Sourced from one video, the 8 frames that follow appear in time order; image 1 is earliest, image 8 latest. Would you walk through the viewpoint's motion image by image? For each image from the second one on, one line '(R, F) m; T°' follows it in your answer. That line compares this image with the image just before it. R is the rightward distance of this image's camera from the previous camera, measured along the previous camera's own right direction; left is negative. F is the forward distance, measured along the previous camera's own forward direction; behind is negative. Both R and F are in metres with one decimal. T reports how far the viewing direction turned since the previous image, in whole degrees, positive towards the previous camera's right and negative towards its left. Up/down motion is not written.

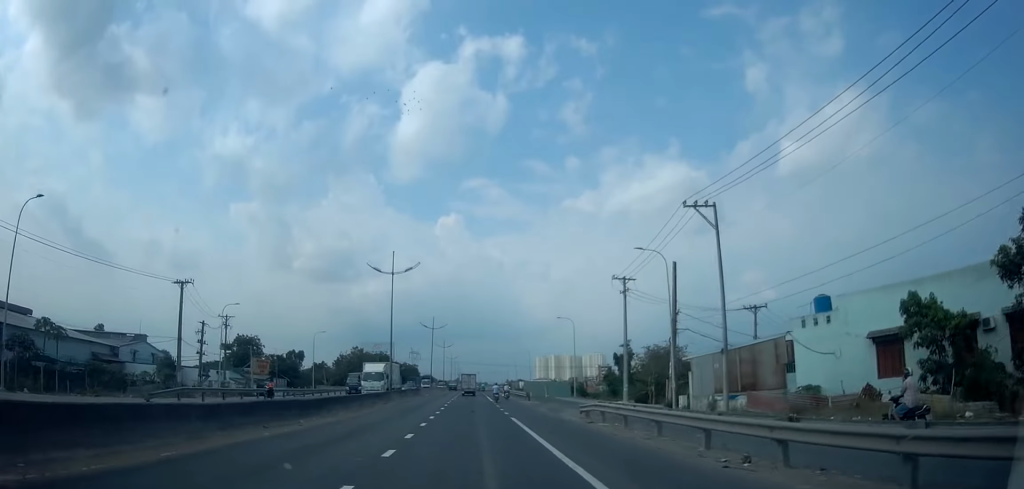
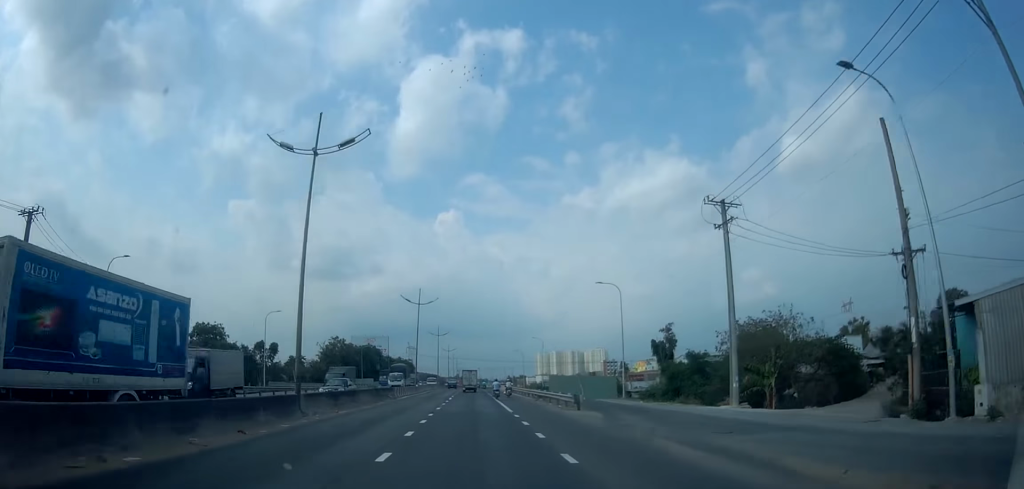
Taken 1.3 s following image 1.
(0.0, +20.7) m; +2°
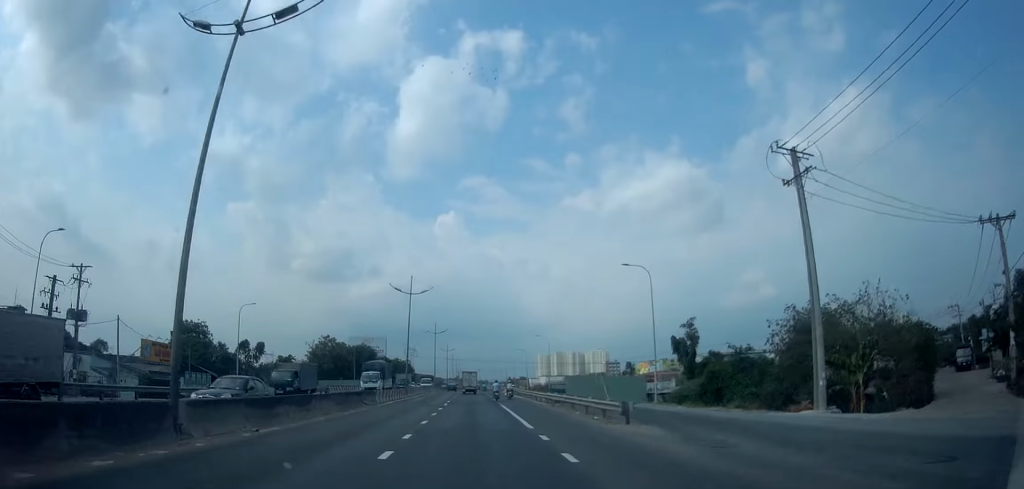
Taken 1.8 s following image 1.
(+0.2, +7.9) m; +1°
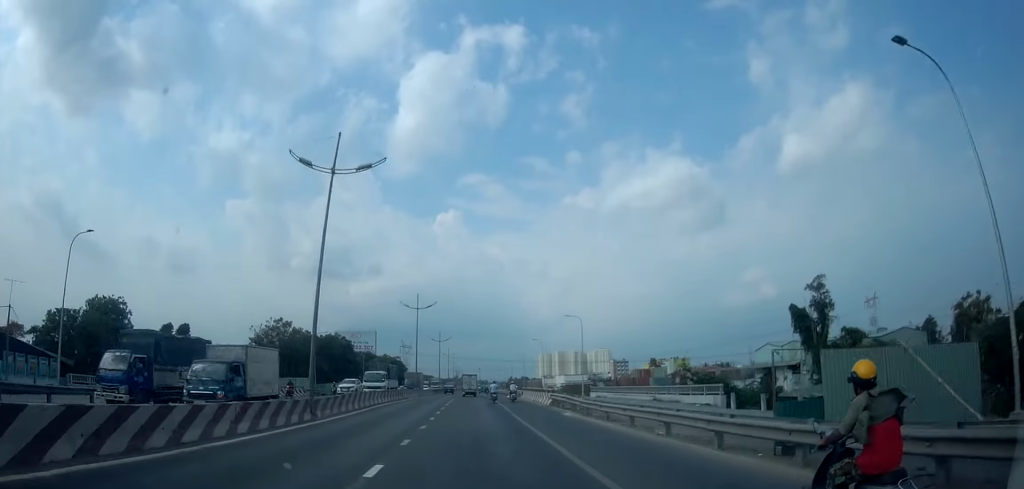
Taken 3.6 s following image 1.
(-1.4, +27.4) m; -3°
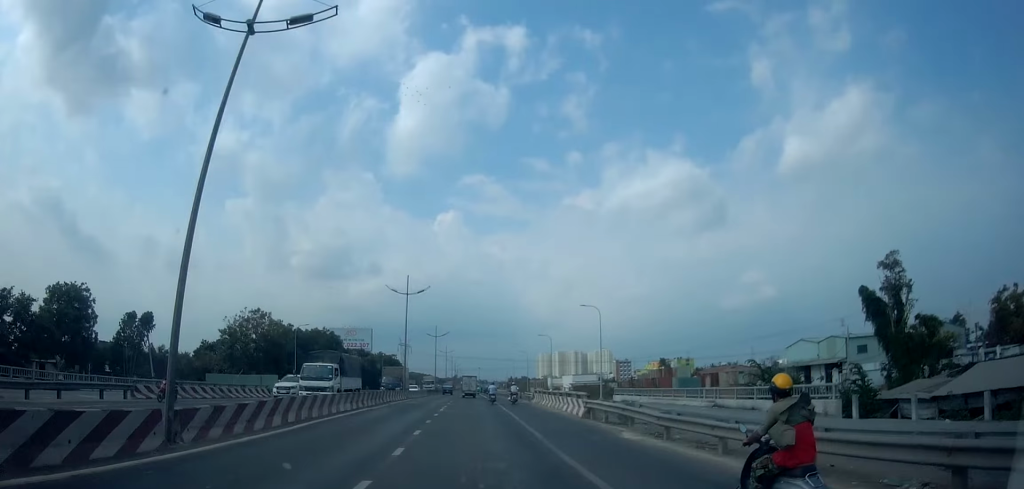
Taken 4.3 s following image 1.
(+0.4, +9.5) m; 0°
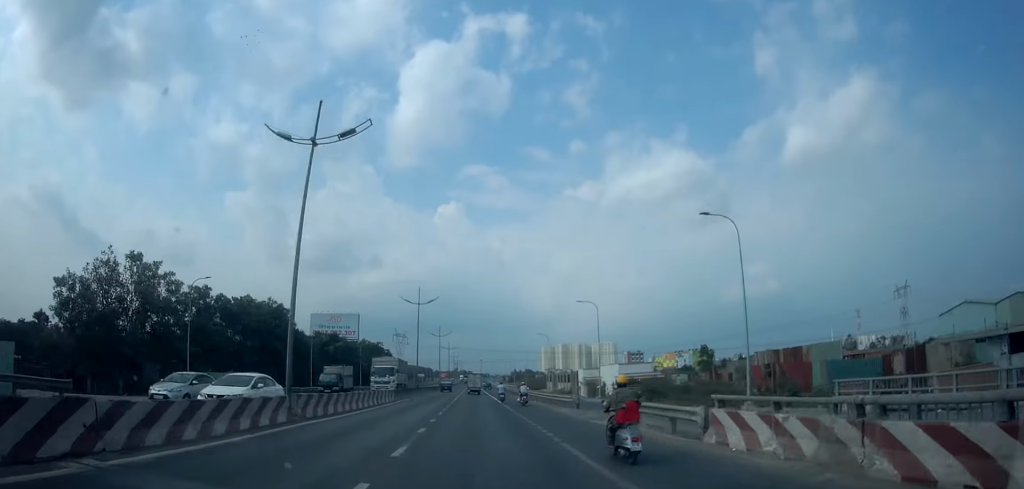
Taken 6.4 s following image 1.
(+0.2, +29.7) m; 0°
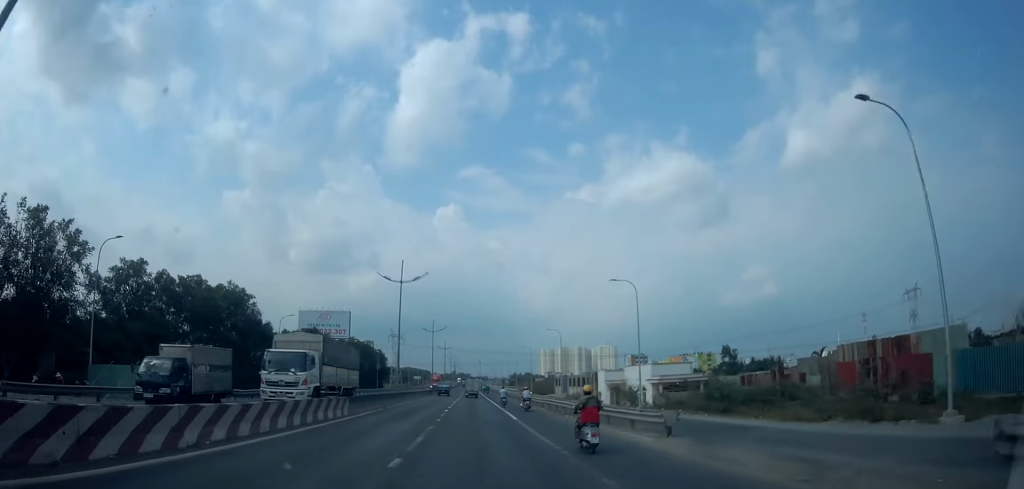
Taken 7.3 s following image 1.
(-0.2, +13.4) m; 0°
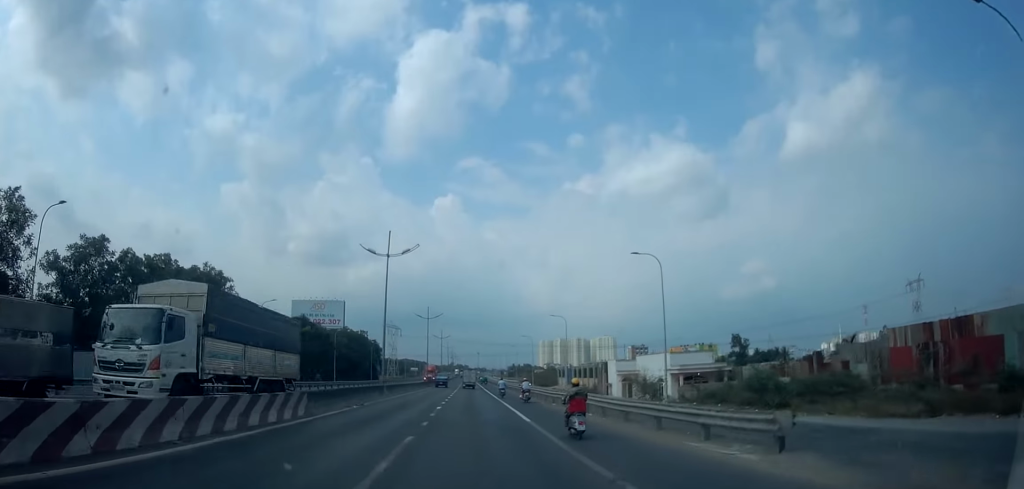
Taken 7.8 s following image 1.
(-0.3, +6.1) m; 0°
